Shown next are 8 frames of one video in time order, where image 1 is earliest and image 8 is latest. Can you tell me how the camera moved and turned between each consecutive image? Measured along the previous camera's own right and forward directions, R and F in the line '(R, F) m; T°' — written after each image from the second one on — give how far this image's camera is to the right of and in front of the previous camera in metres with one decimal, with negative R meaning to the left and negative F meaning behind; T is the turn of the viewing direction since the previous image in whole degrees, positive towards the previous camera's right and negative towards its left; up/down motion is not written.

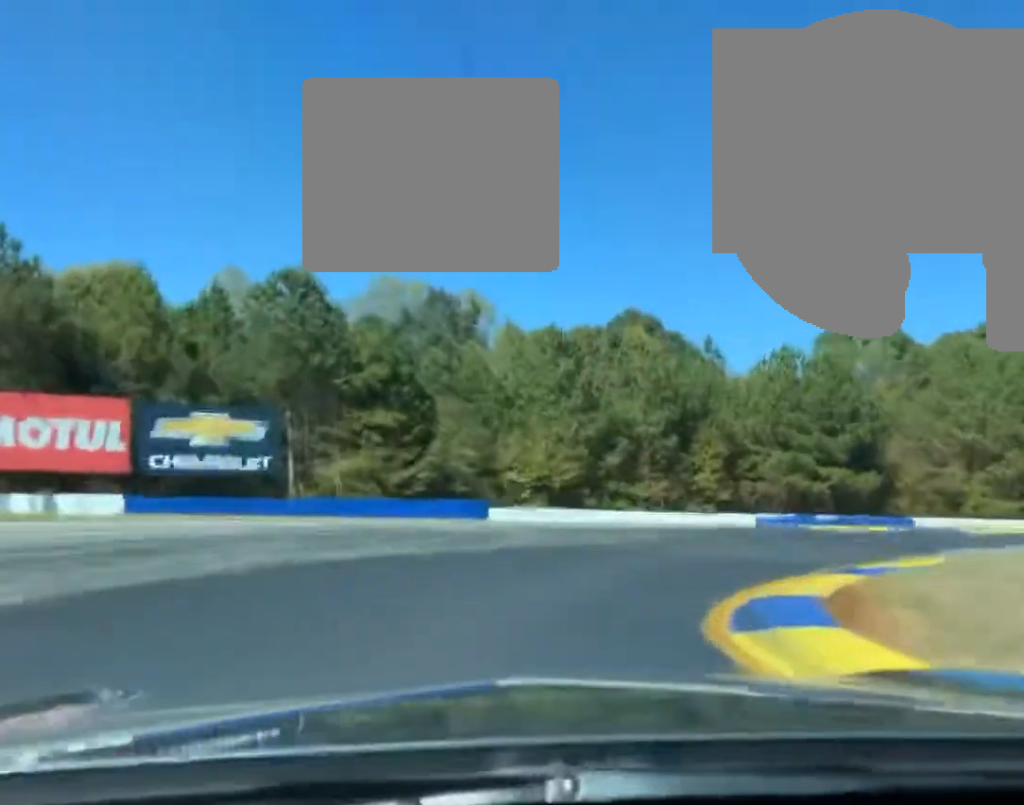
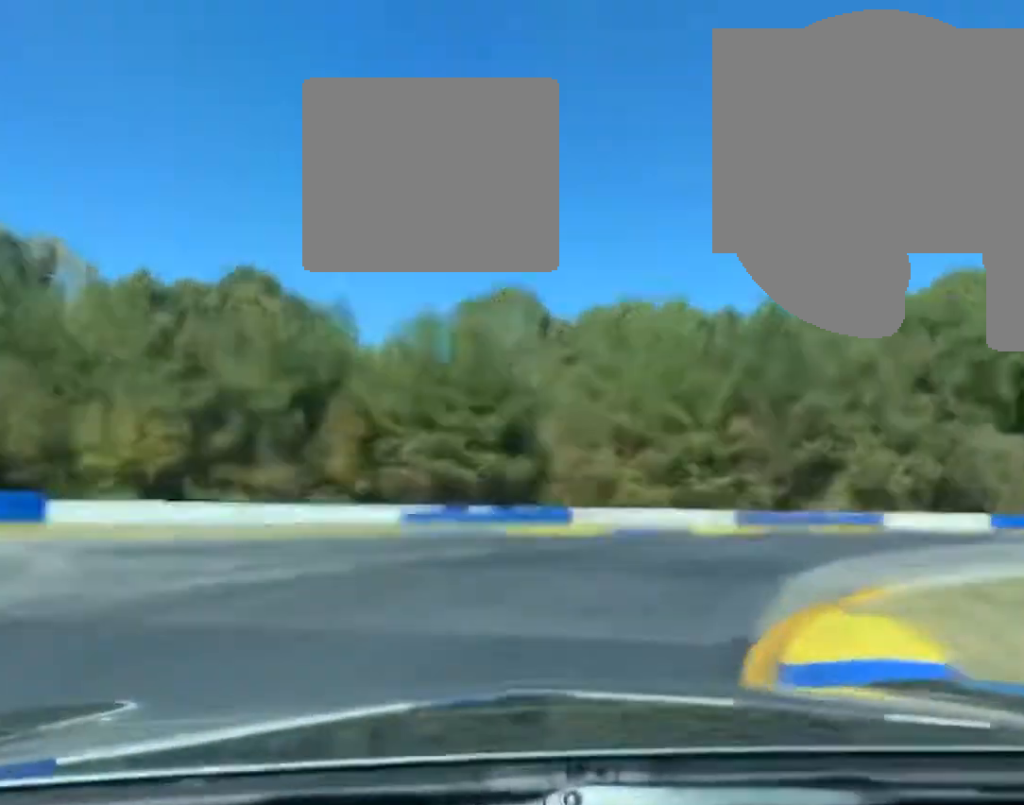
(+2.0, +11.9) m; +18°
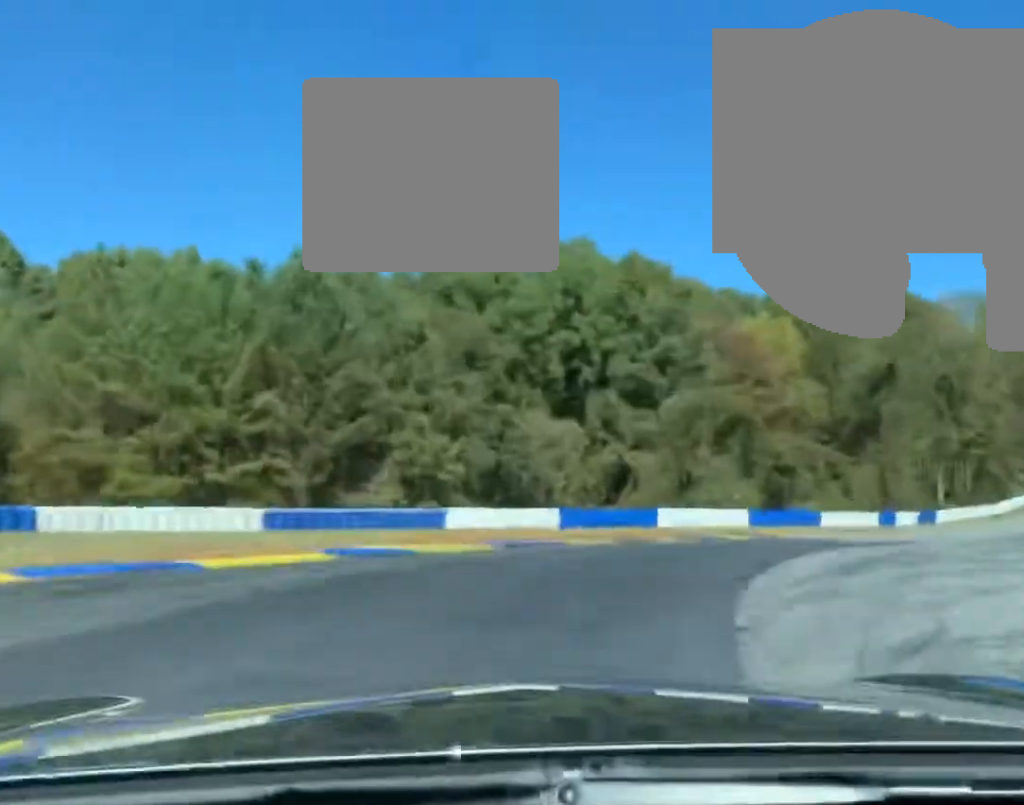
(+4.8, +17.9) m; +21°
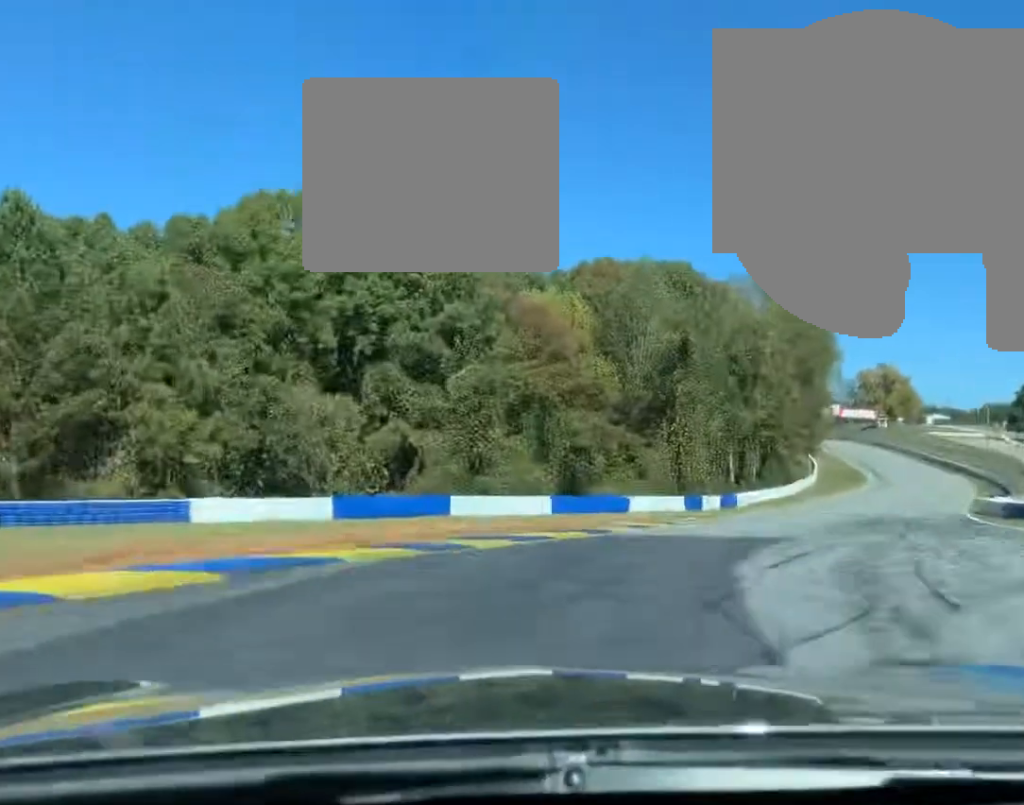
(+0.9, +11.1) m; +6°
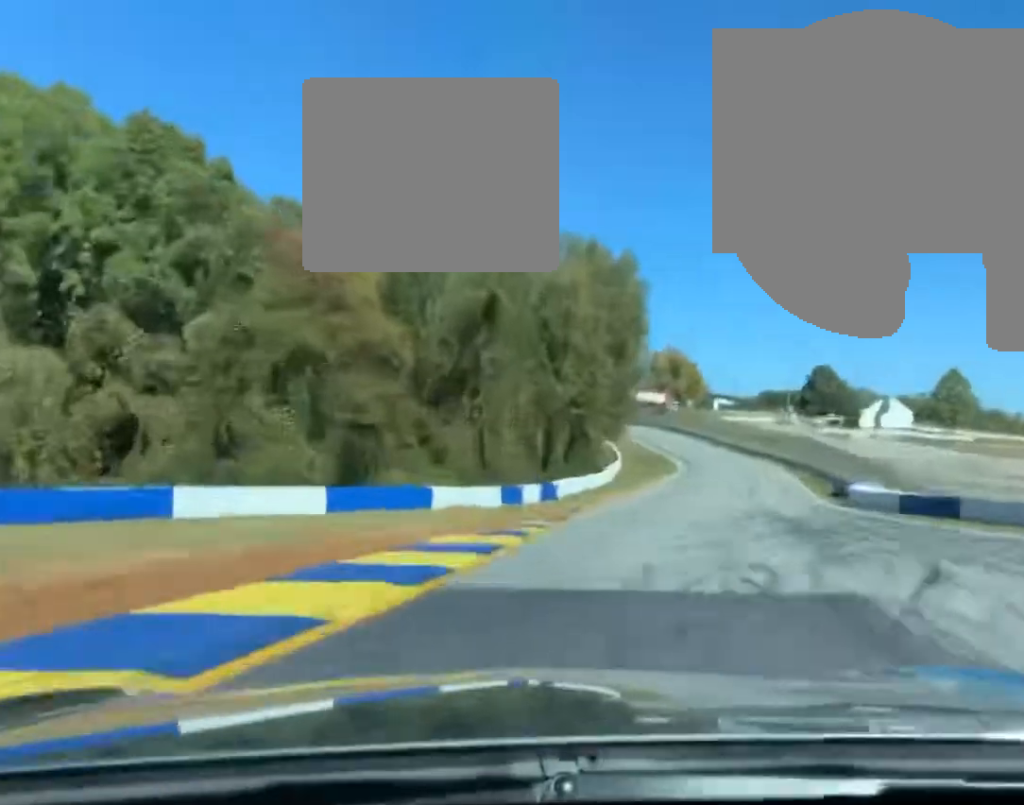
(+1.4, +19.8) m; +8°
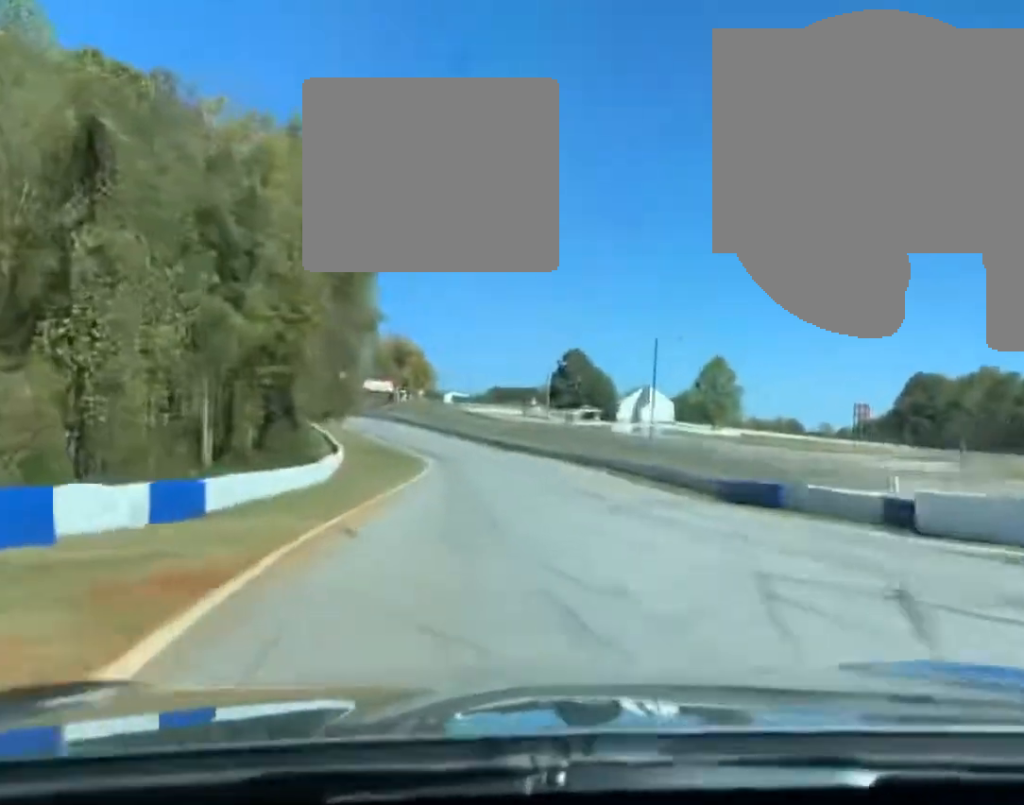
(+3.7, +48.0) m; +3°
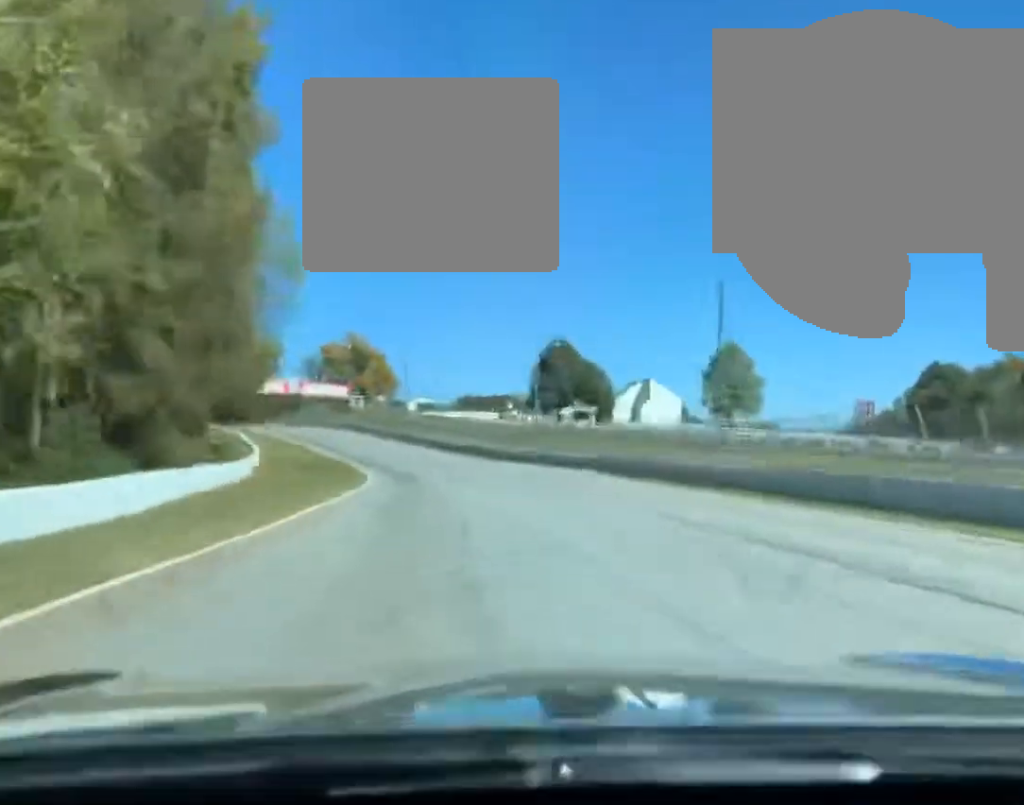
(-0.7, +43.4) m; -1°
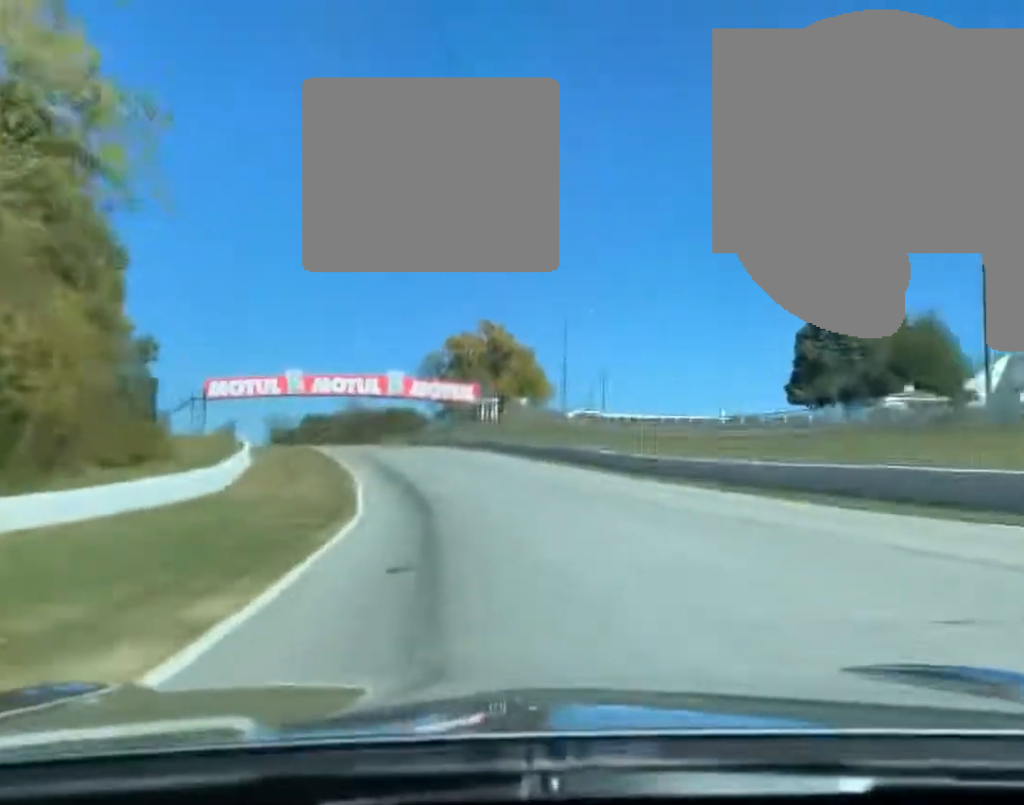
(-3.9, +91.3) m; -7°
